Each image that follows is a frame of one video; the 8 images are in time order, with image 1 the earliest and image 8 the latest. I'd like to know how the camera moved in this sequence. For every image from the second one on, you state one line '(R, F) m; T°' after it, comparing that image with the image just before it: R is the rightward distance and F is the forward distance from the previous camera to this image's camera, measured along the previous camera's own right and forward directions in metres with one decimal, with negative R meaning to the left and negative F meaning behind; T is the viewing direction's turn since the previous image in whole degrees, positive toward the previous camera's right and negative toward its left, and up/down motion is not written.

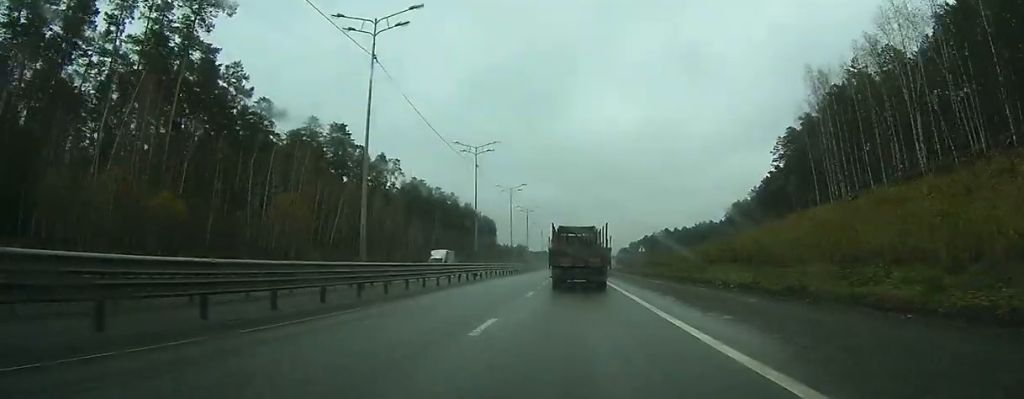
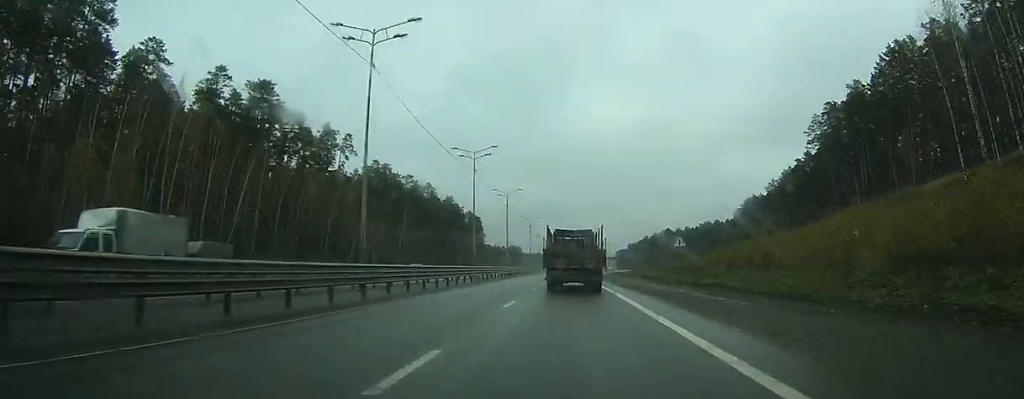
(0.0, +28.7) m; 0°
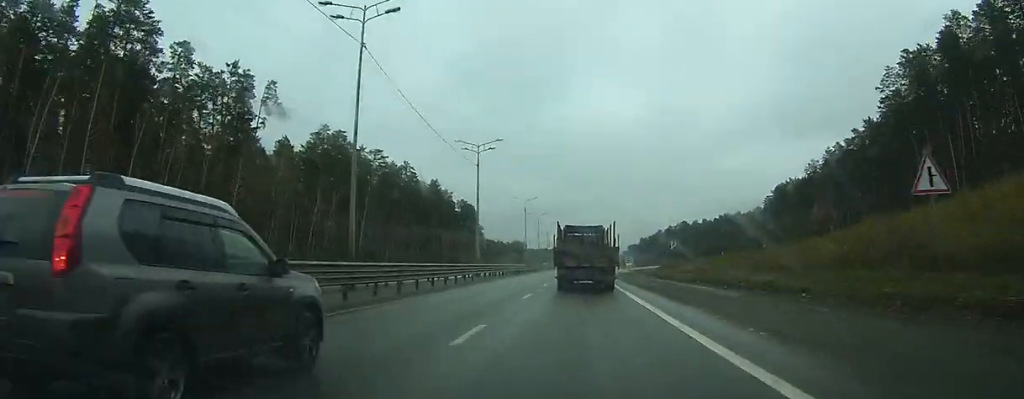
(+0.2, +32.2) m; 0°
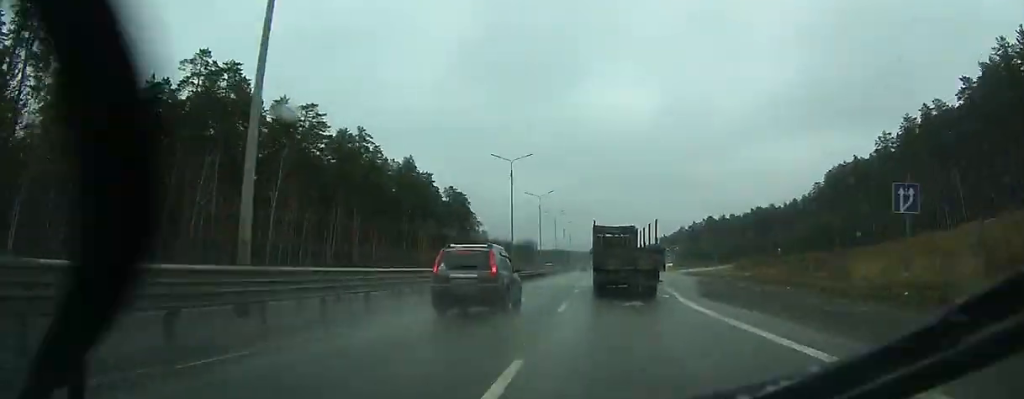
(-0.5, +39.6) m; -1°
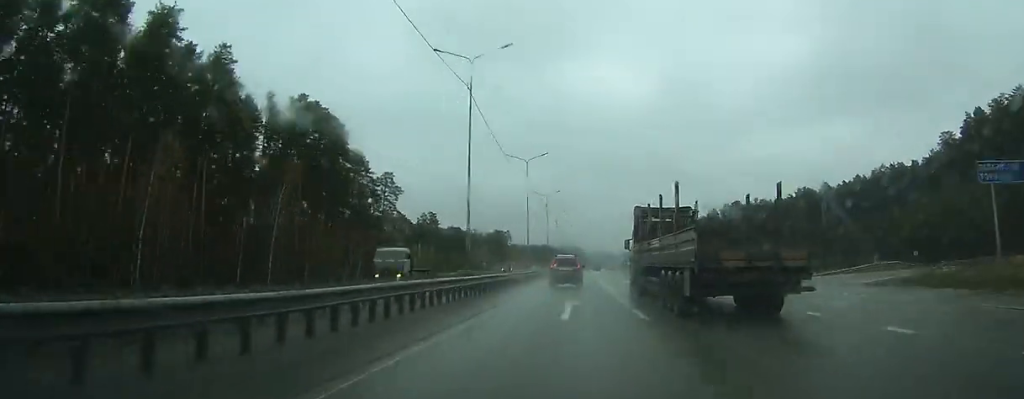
(-0.1, +86.6) m; +1°
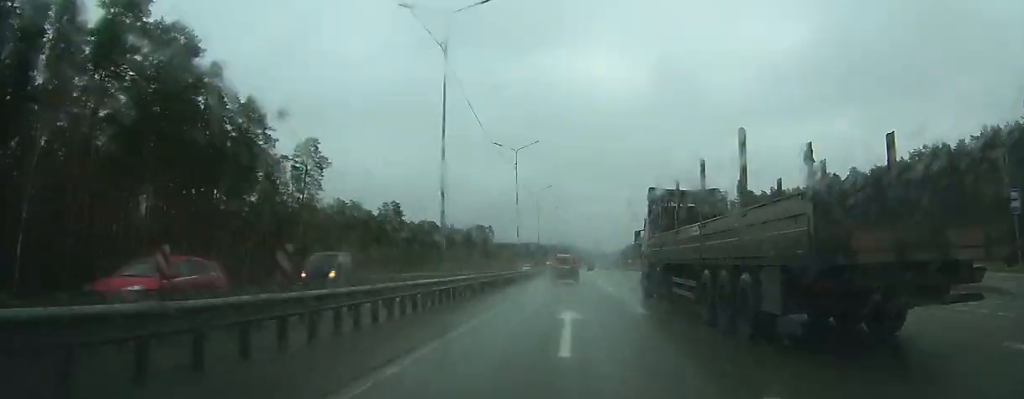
(+0.2, +34.6) m; +1°
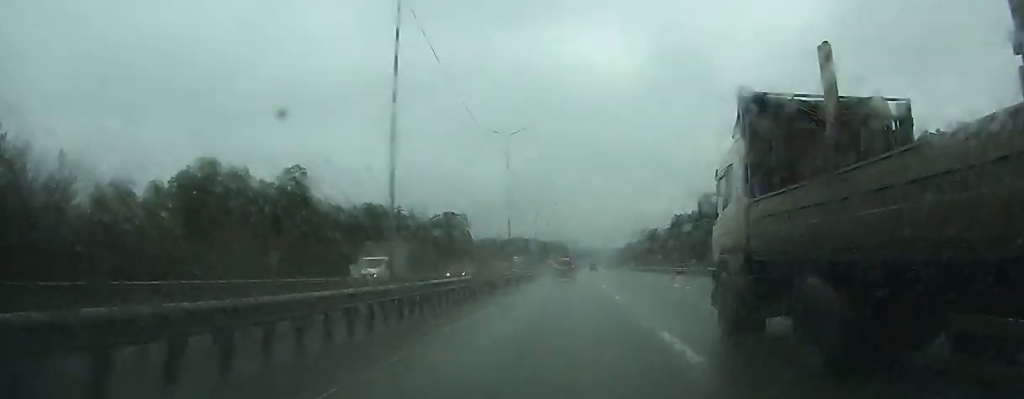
(+0.7, +66.0) m; +1°
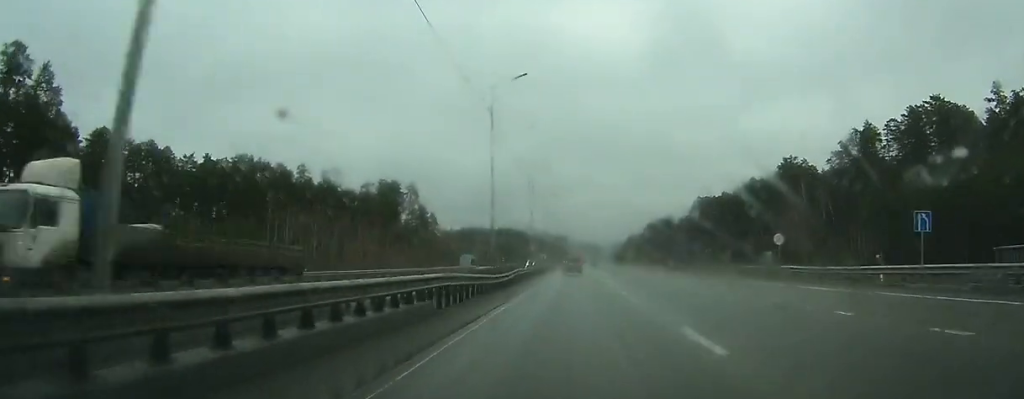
(+0.2, +71.2) m; +1°
